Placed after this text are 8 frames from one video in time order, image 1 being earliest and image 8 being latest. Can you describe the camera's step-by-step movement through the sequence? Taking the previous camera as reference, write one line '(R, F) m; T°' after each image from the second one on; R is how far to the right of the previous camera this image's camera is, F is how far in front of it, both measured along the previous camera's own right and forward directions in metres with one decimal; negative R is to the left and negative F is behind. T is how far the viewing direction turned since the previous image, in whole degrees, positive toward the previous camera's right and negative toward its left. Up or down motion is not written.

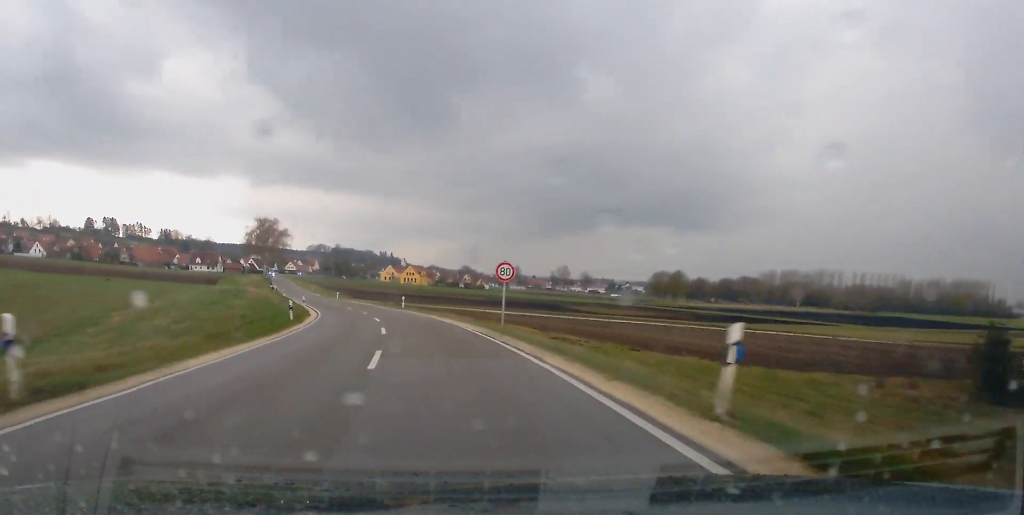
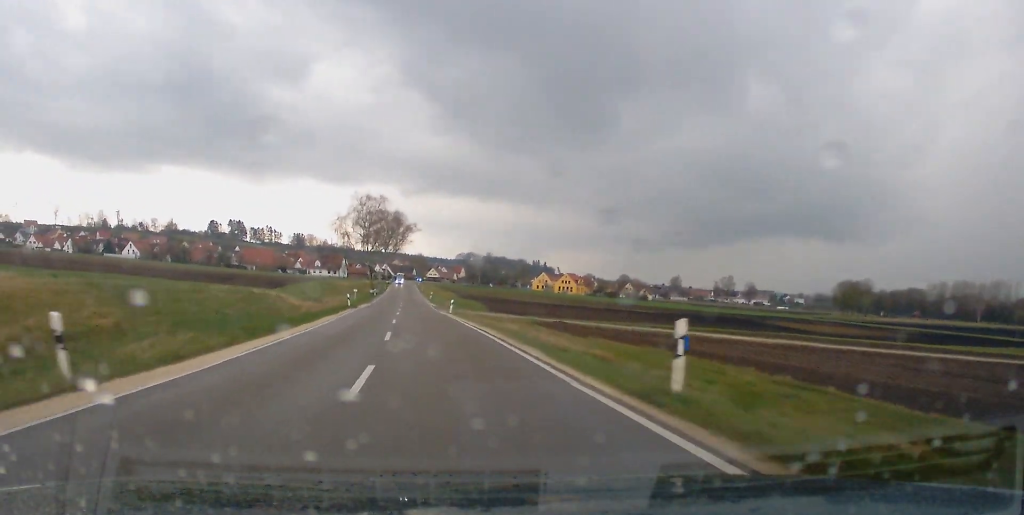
(-3.8, +52.4) m; -7°
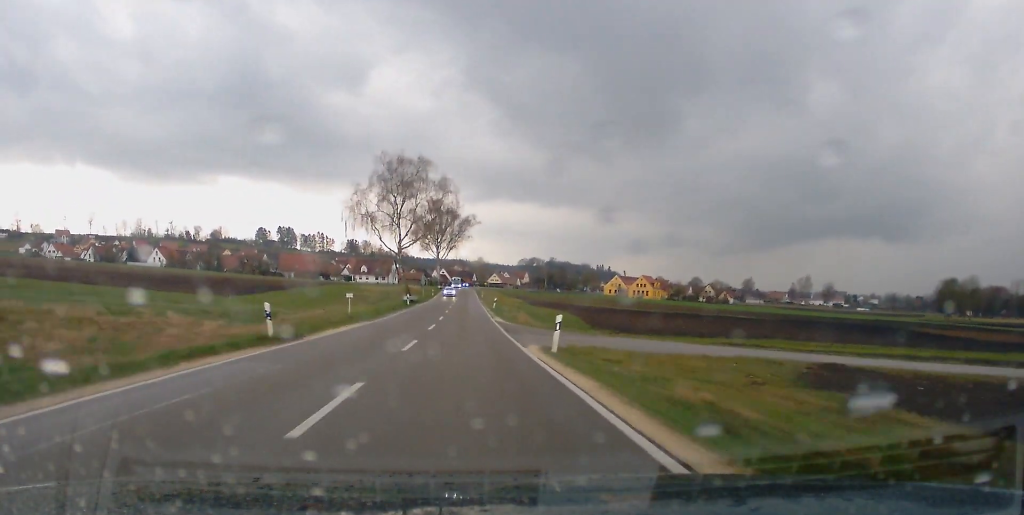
(-1.6, +38.7) m; -3°
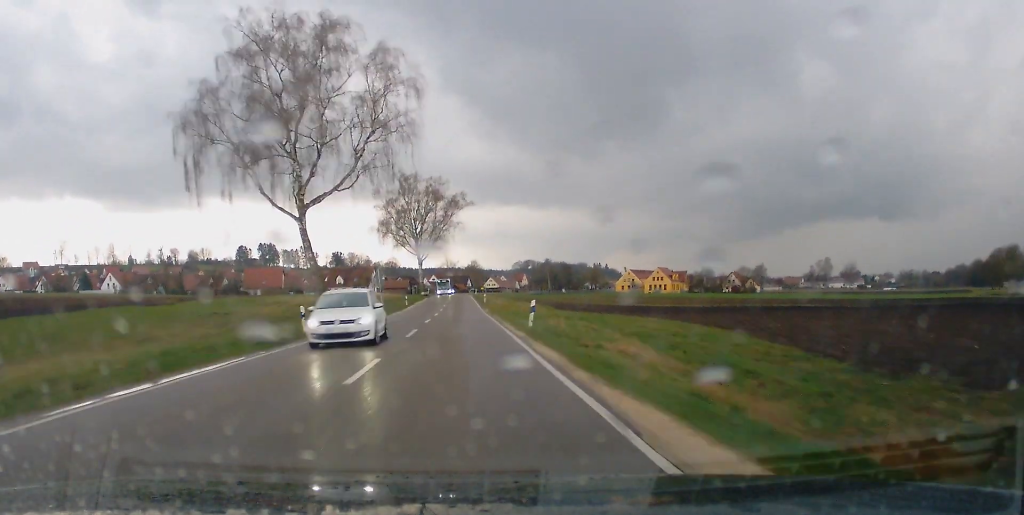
(-0.7, +44.4) m; -1°
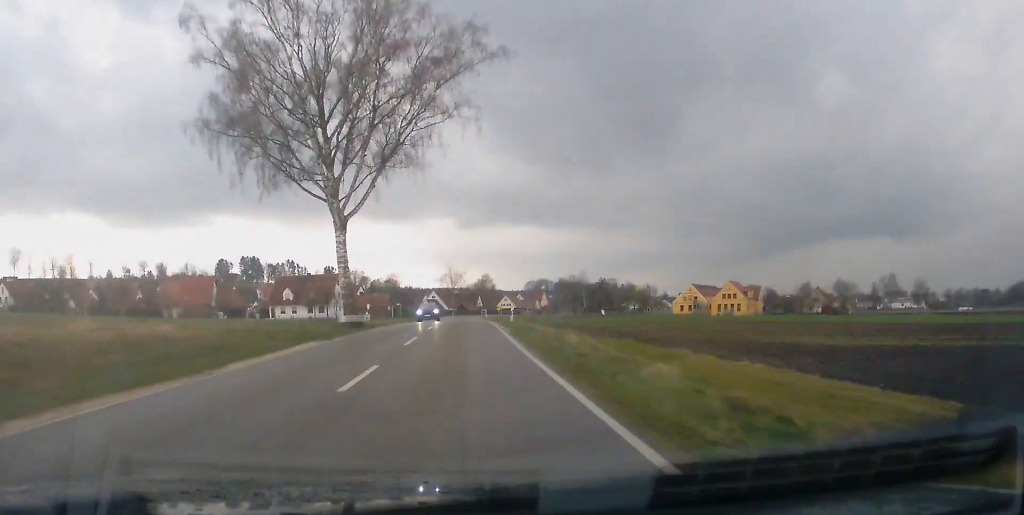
(0.0, +84.3) m; -1°
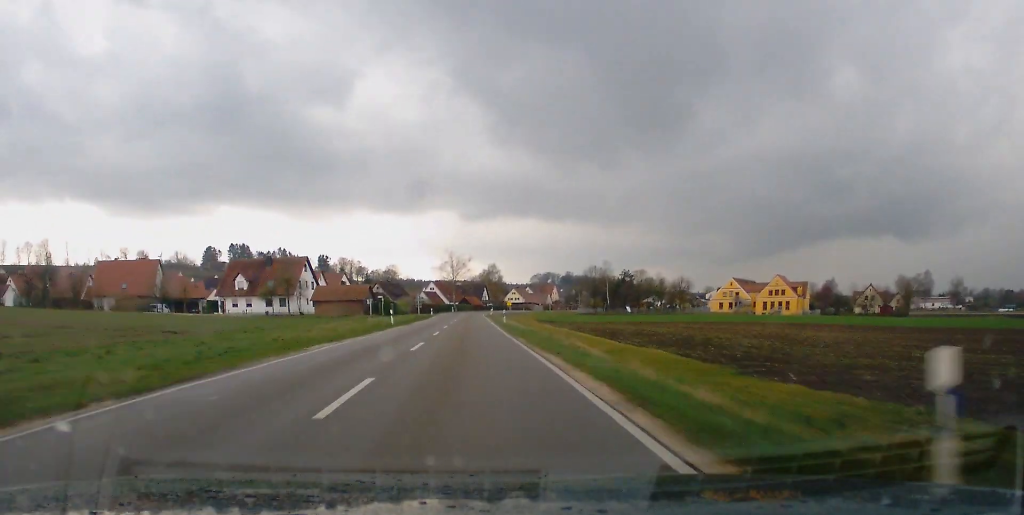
(-0.6, +37.2) m; 0°
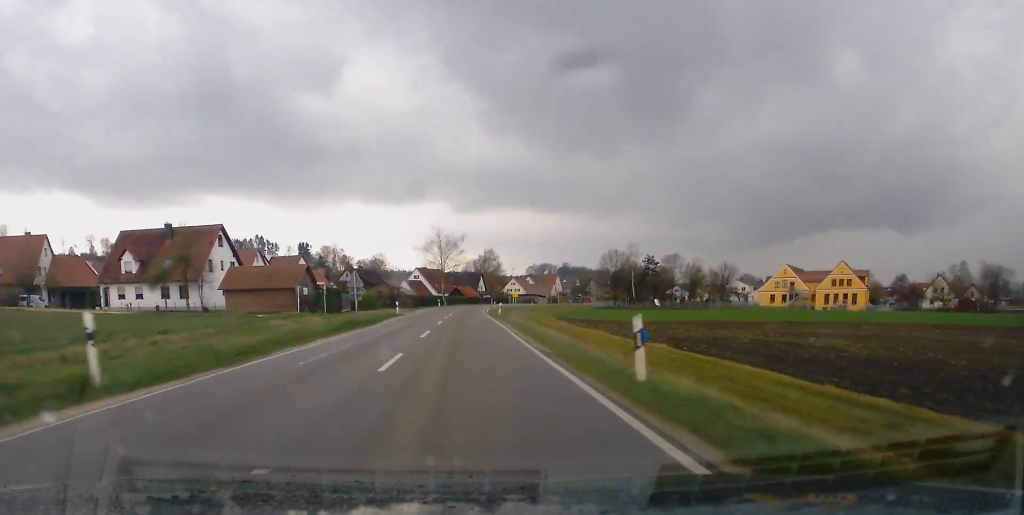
(+0.6, +42.9) m; +1°
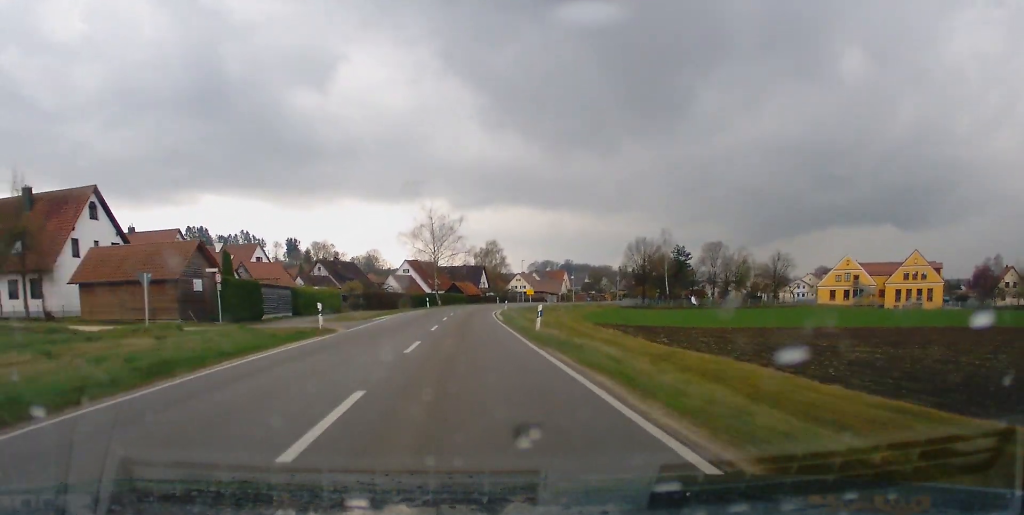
(+0.2, +30.8) m; +1°
